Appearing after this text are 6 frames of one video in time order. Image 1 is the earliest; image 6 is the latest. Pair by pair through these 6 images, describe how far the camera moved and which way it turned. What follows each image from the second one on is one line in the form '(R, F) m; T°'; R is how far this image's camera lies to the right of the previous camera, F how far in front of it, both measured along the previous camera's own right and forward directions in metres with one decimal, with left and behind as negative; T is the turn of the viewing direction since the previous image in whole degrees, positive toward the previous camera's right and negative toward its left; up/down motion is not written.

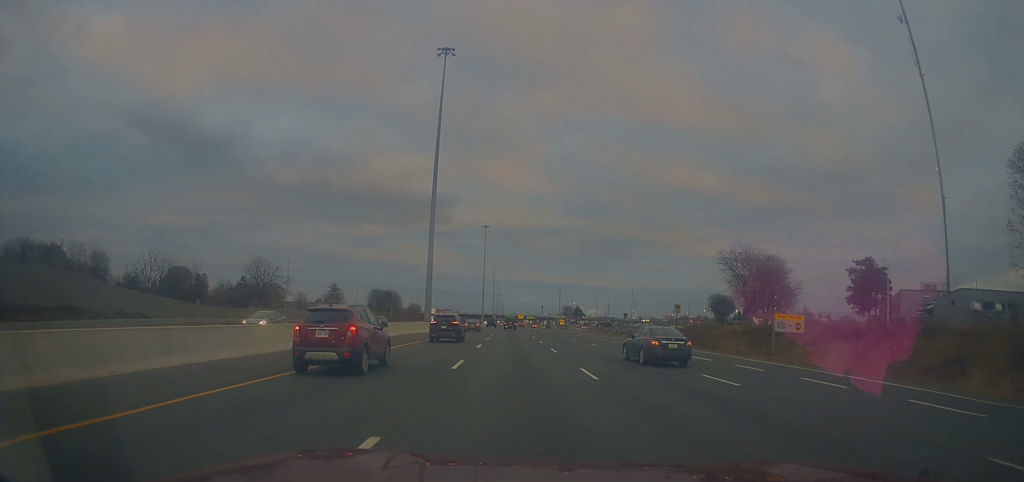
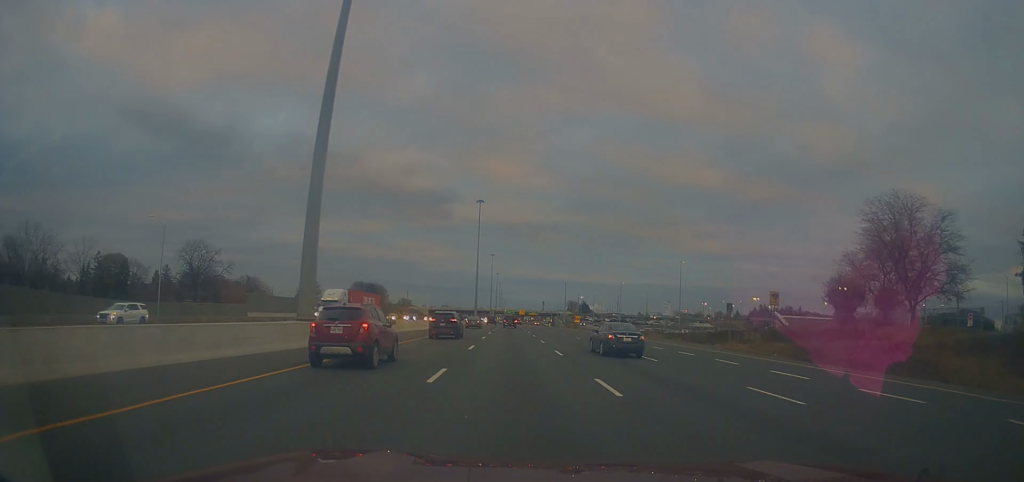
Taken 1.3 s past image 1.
(-0.8, +40.1) m; 0°
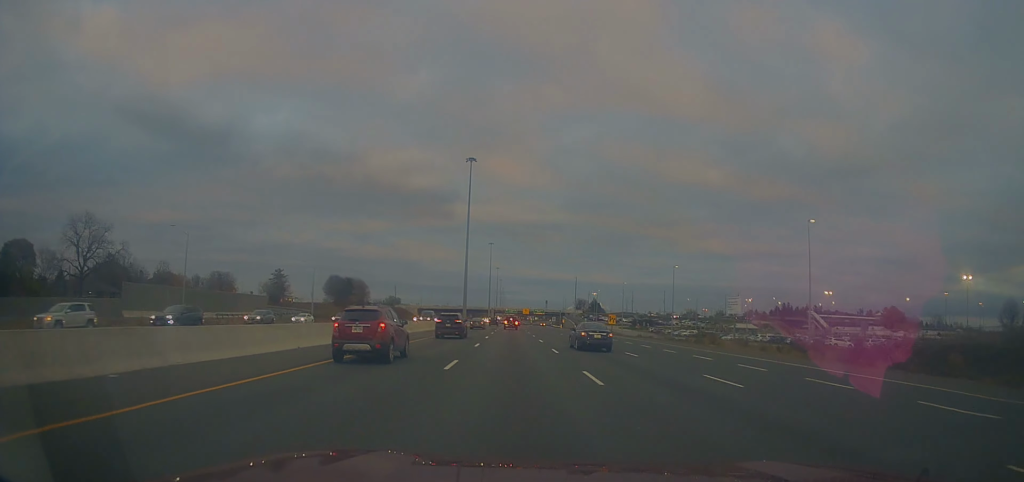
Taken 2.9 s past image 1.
(+0.7, +45.4) m; 0°
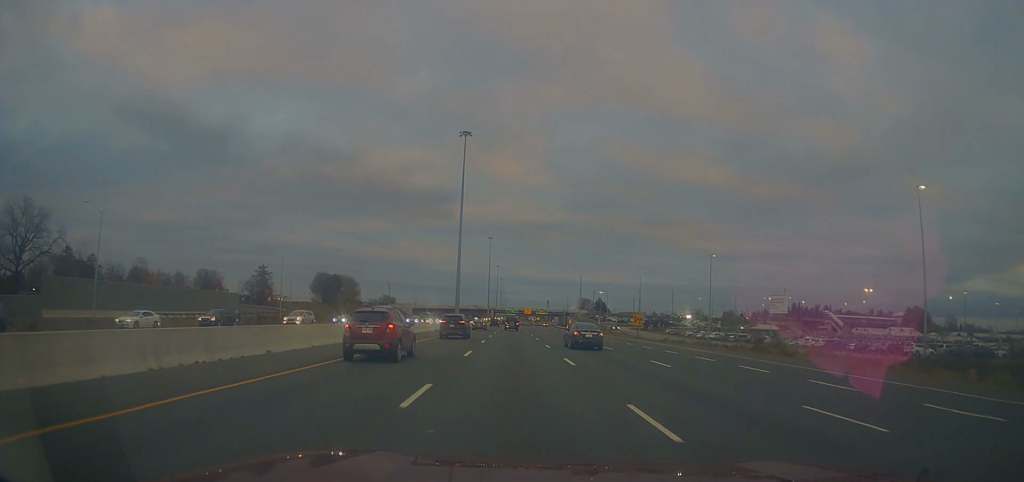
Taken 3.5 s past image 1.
(-0.1, +18.6) m; 0°
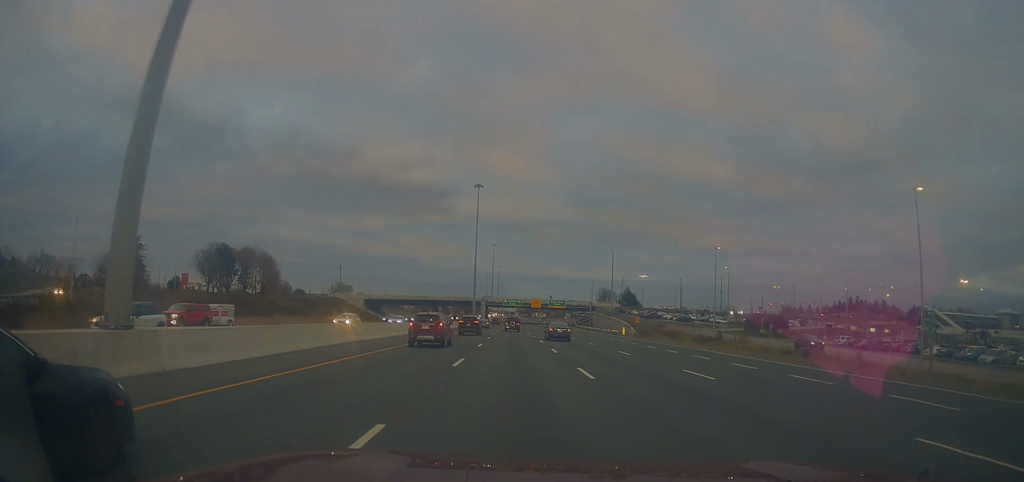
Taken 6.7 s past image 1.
(-0.3, +90.4) m; 0°
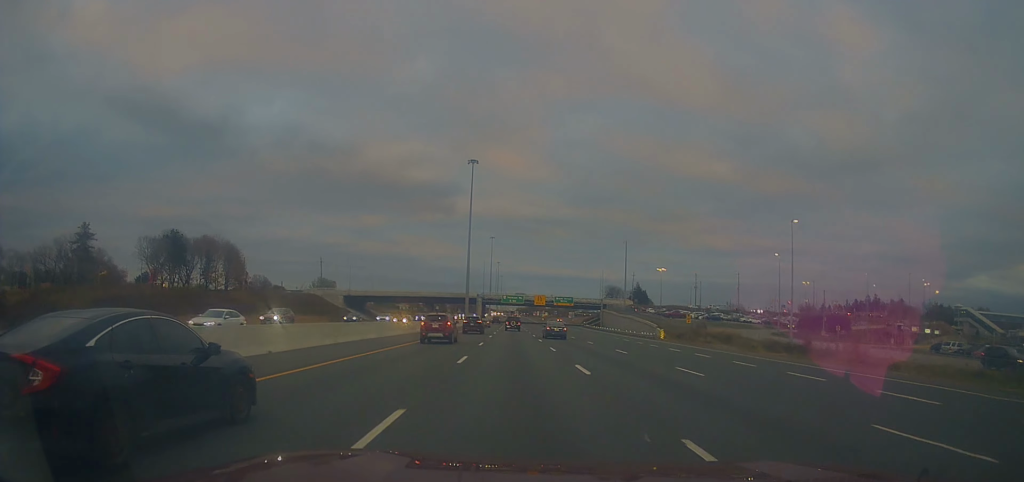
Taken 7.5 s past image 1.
(+0.1, +23.3) m; +1°
